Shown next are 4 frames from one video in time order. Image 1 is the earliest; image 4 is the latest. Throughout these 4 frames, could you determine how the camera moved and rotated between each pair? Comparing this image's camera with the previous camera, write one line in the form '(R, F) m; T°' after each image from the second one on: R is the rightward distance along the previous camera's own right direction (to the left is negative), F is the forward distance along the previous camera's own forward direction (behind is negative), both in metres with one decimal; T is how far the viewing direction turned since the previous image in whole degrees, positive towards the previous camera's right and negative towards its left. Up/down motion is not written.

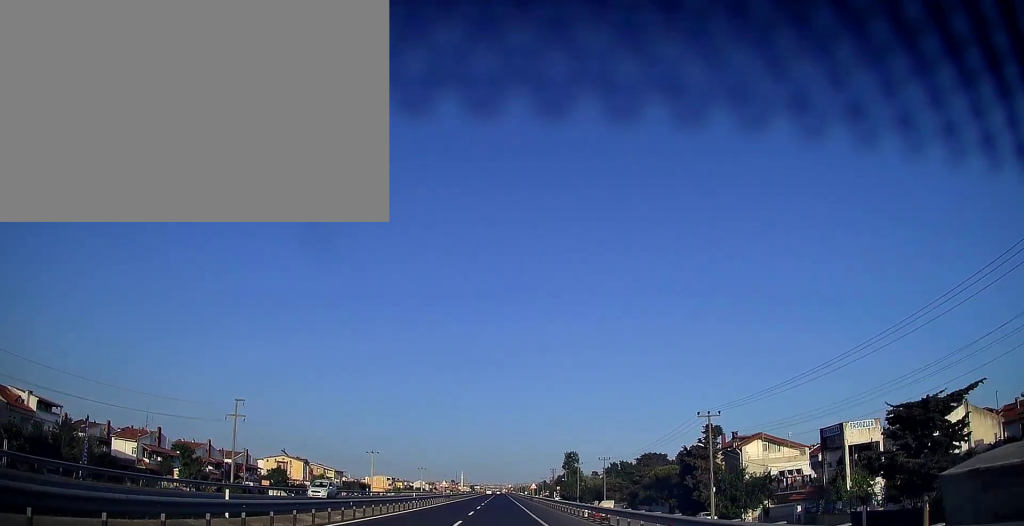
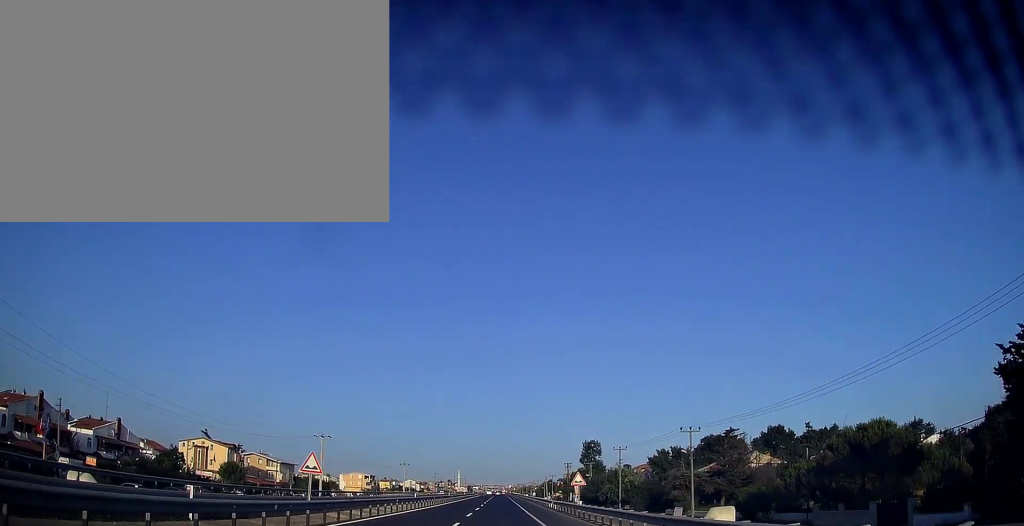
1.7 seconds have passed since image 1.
(-0.1, +49.5) m; 0°
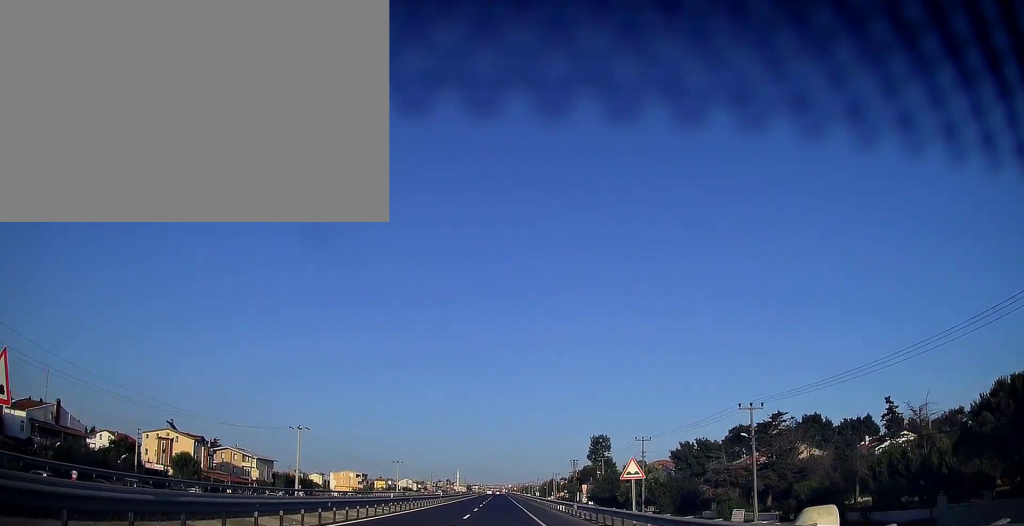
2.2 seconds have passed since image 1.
(0.0, +14.6) m; 0°
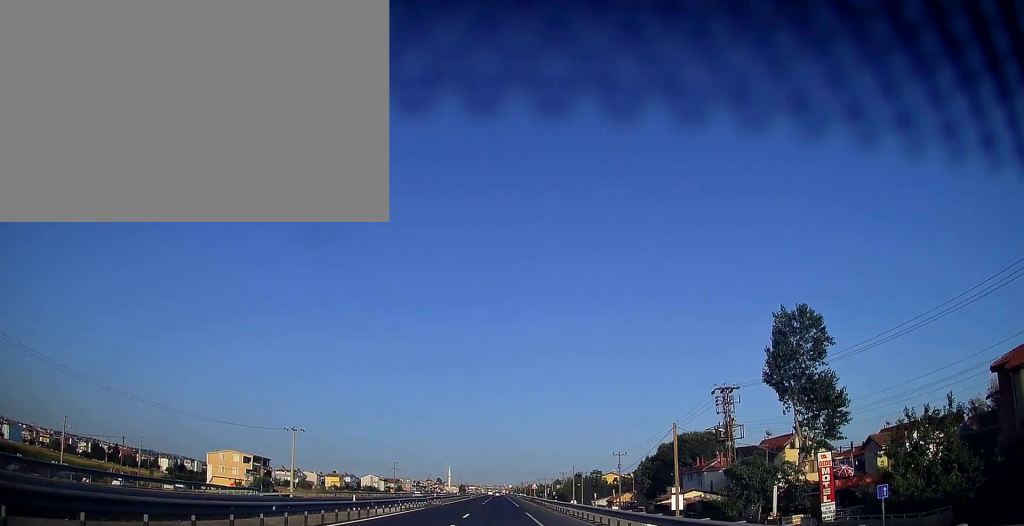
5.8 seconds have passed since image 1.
(+0.3, +105.5) m; 0°
